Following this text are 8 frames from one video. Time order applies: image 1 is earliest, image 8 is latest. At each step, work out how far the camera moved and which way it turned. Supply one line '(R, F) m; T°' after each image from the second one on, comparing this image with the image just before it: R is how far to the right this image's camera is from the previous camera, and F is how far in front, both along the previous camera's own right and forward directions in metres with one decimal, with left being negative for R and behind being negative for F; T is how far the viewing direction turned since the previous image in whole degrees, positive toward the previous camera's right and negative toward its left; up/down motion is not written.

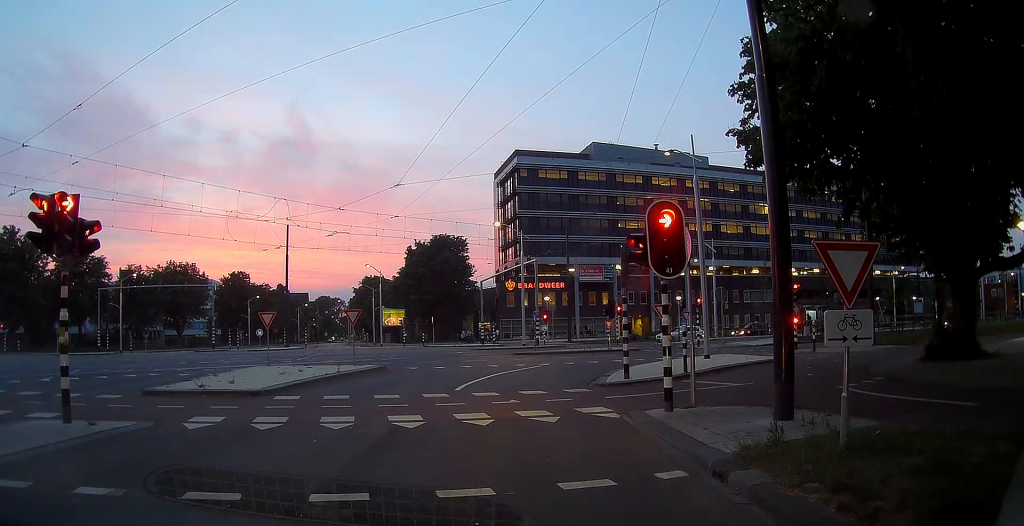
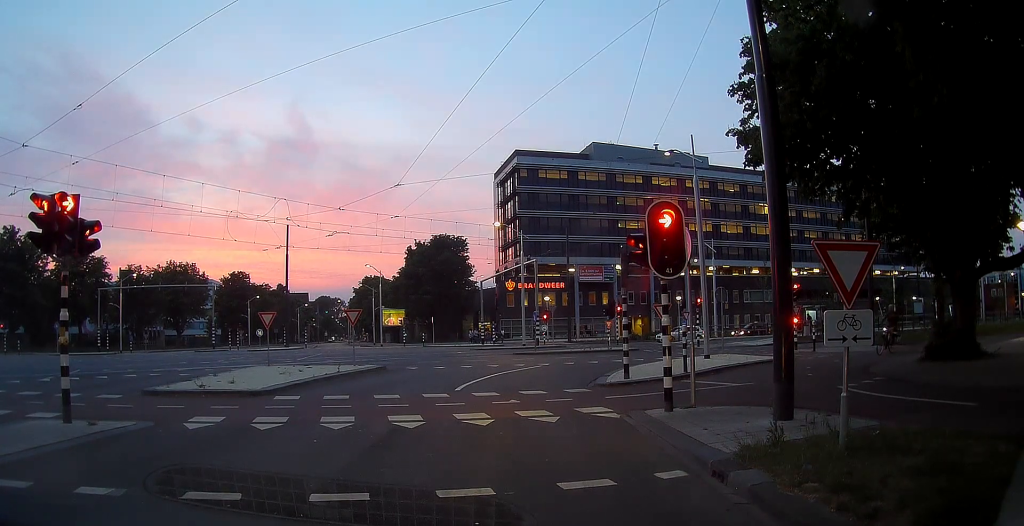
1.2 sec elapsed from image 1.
(0.0, 0.0) m; 0°
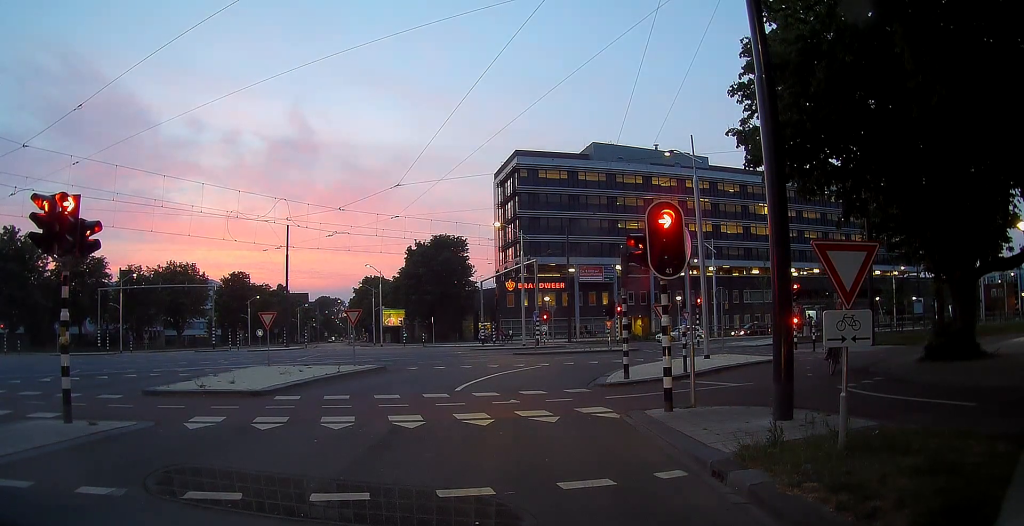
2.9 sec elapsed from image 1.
(0.0, 0.0) m; 0°
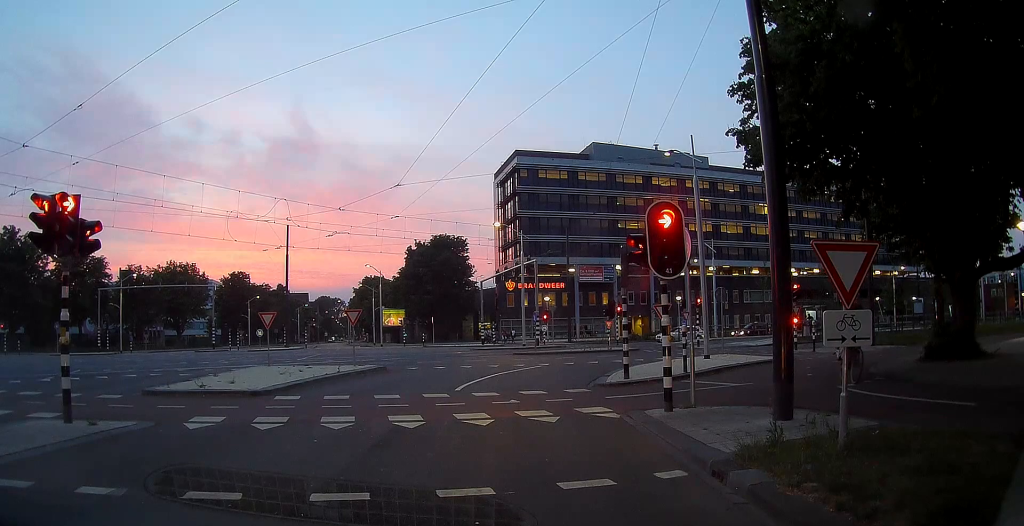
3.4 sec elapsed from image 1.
(0.0, 0.0) m; 0°
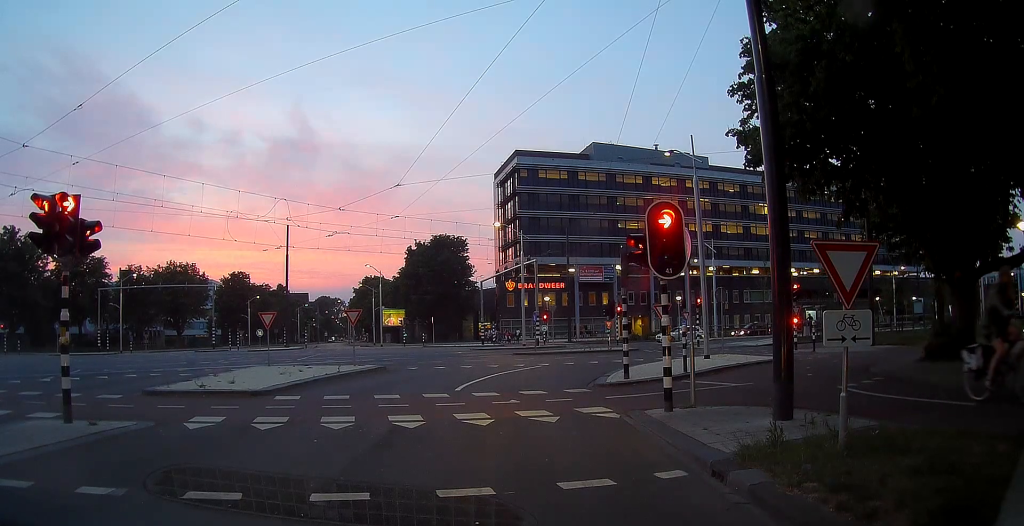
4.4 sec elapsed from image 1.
(0.0, 0.0) m; 0°
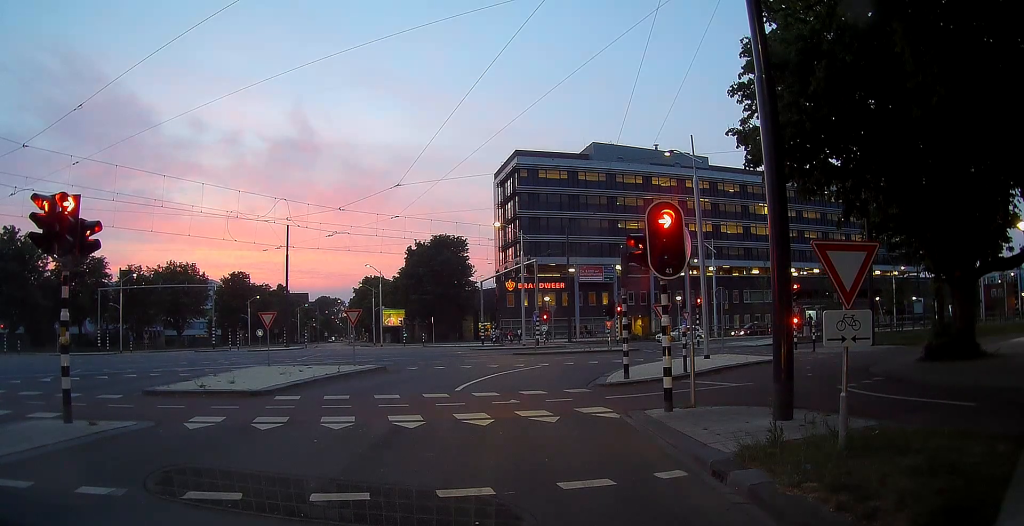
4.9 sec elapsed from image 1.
(0.0, 0.0) m; 0°
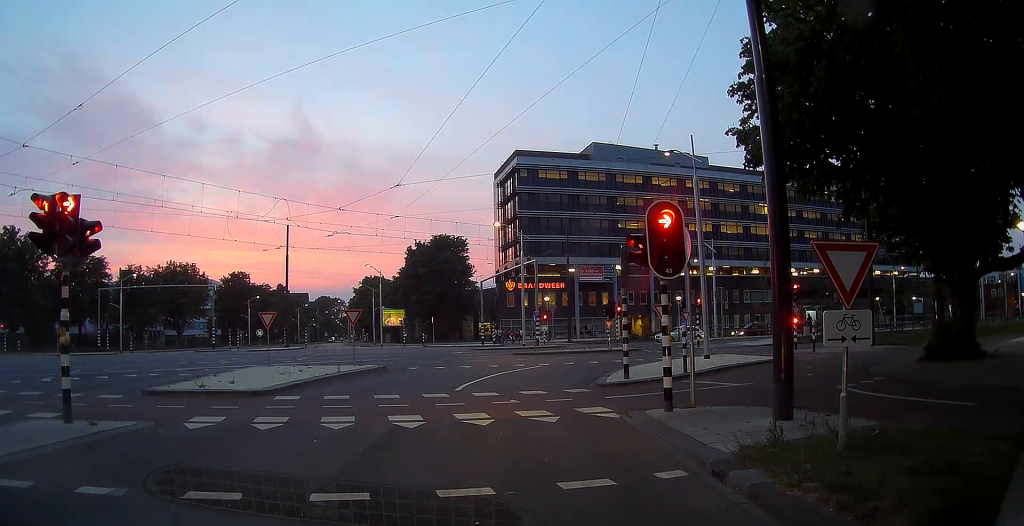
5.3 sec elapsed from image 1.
(0.0, 0.0) m; 0°
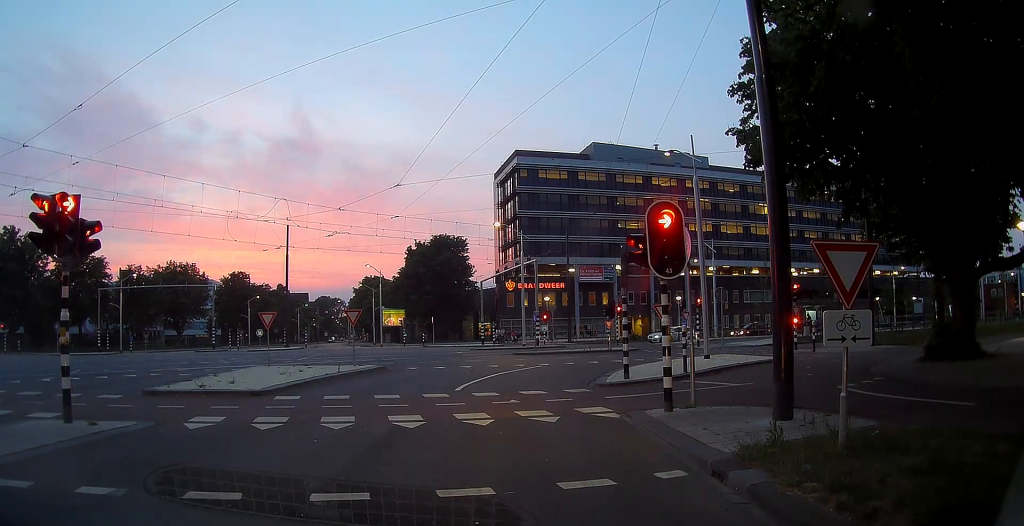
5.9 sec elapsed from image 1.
(0.0, 0.0) m; 0°
